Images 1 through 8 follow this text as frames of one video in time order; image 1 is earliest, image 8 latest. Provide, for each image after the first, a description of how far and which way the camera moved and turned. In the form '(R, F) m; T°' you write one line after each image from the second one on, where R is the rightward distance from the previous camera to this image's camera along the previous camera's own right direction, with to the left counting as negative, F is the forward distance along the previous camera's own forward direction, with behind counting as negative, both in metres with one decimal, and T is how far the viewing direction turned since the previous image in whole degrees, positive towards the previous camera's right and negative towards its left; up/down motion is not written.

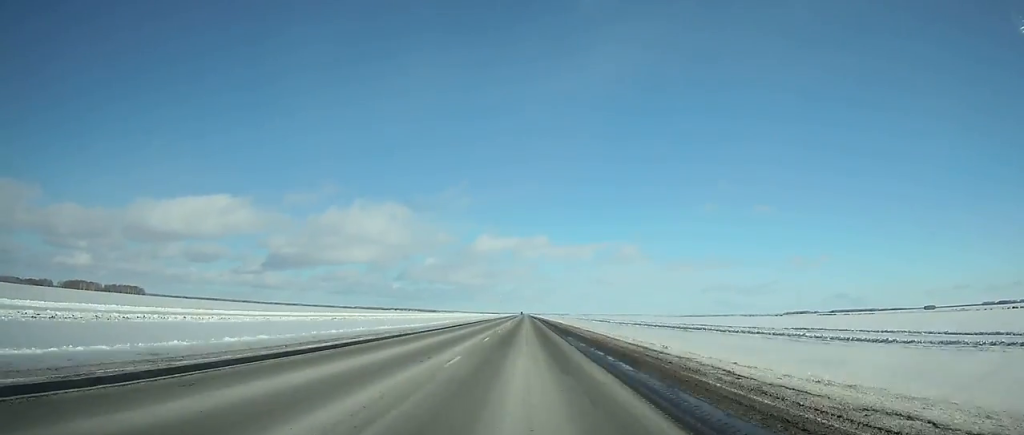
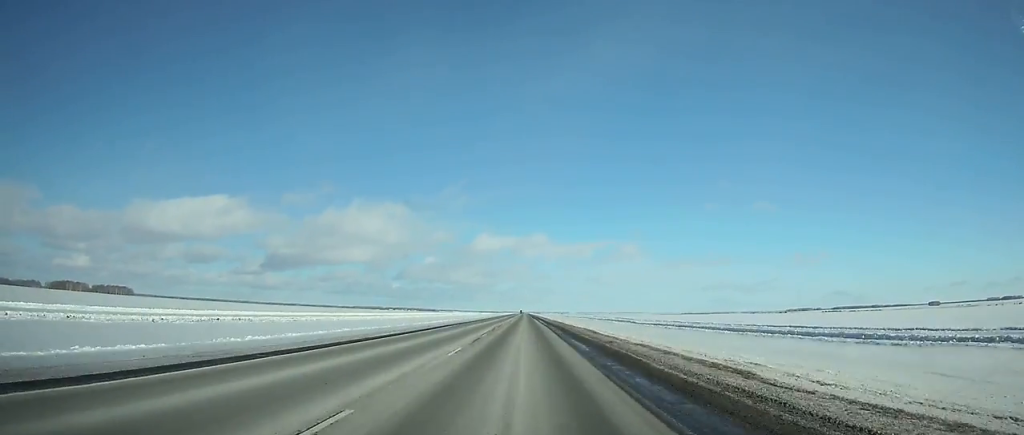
(0.0, +44.5) m; 0°
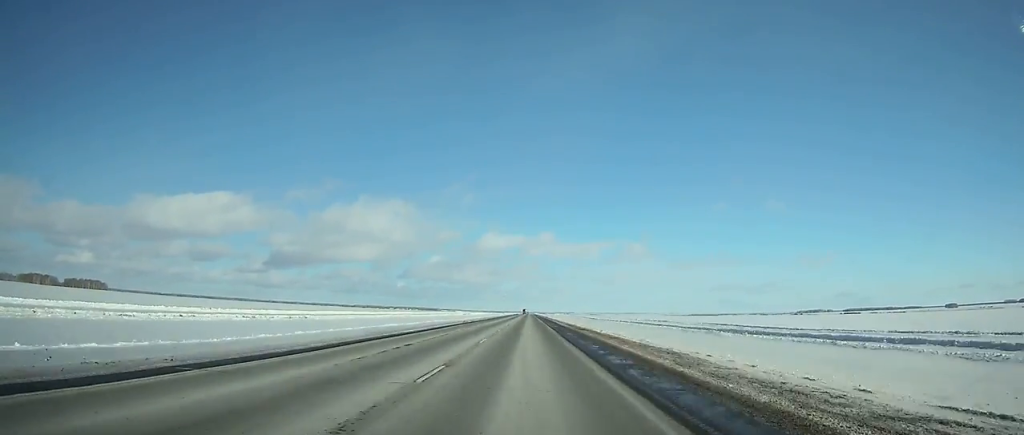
(-0.3, +117.3) m; 0°
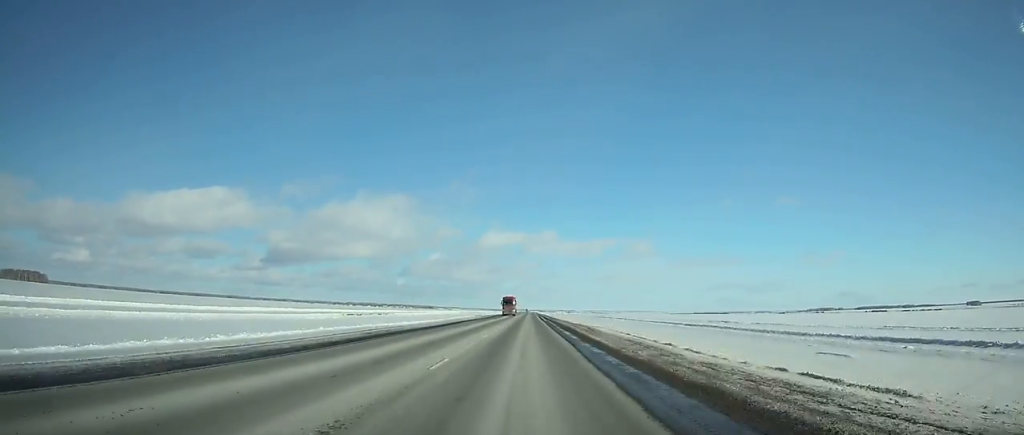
(-0.1, +192.2) m; 0°
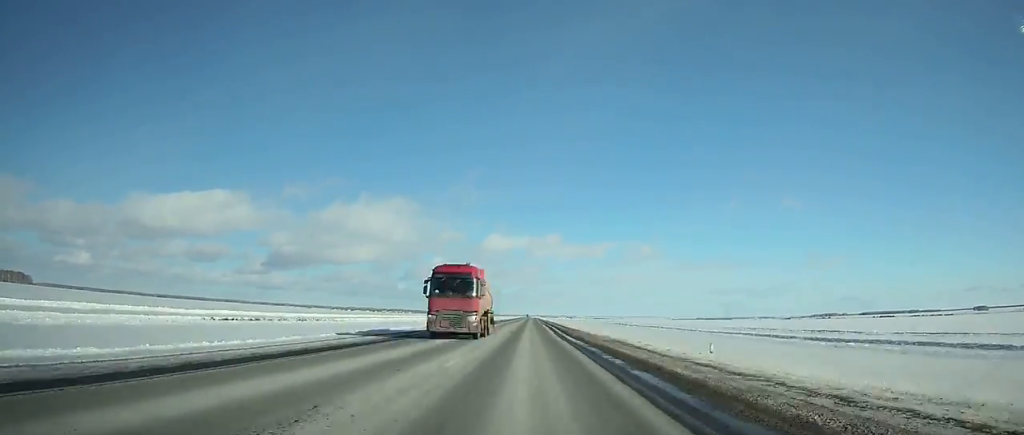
(-0.1, +47.2) m; 0°
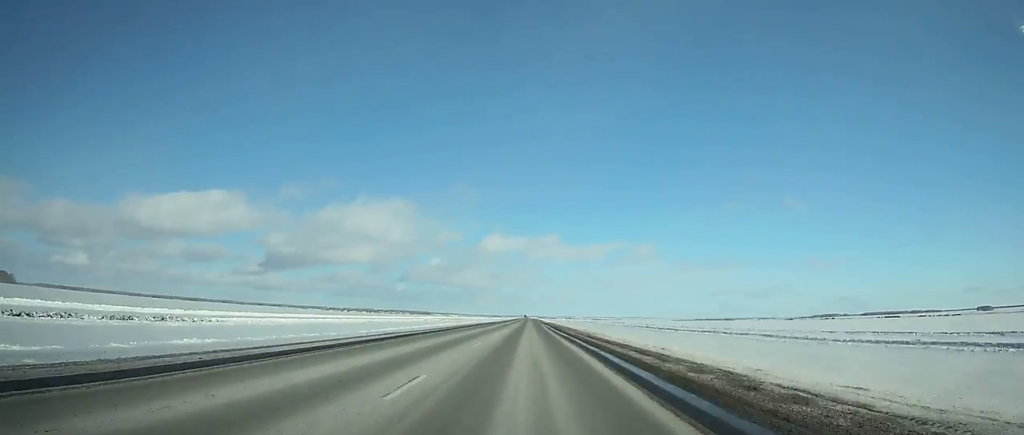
(0.0, +40.8) m; 0°
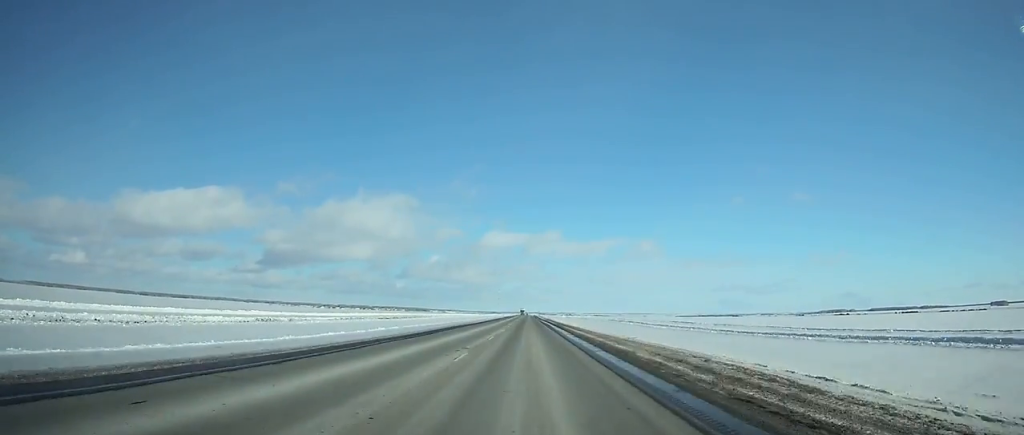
(+0.1, +116.5) m; 0°
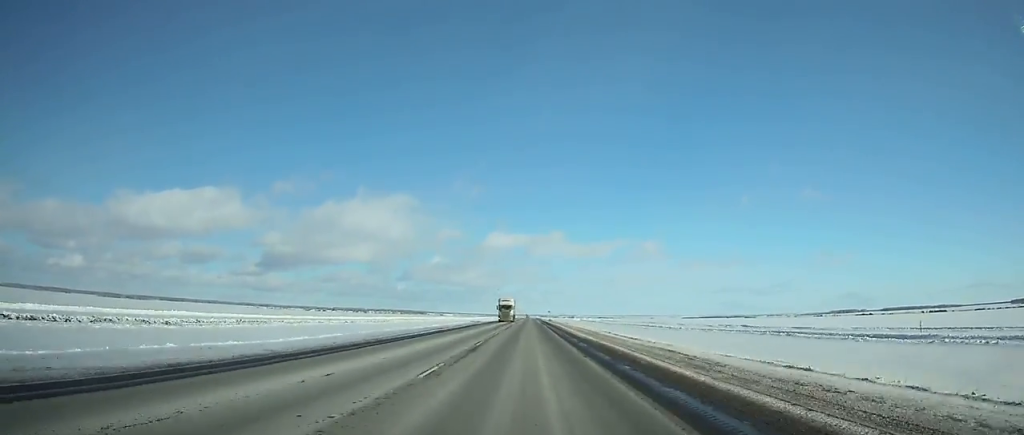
(-0.1, +148.6) m; 0°
